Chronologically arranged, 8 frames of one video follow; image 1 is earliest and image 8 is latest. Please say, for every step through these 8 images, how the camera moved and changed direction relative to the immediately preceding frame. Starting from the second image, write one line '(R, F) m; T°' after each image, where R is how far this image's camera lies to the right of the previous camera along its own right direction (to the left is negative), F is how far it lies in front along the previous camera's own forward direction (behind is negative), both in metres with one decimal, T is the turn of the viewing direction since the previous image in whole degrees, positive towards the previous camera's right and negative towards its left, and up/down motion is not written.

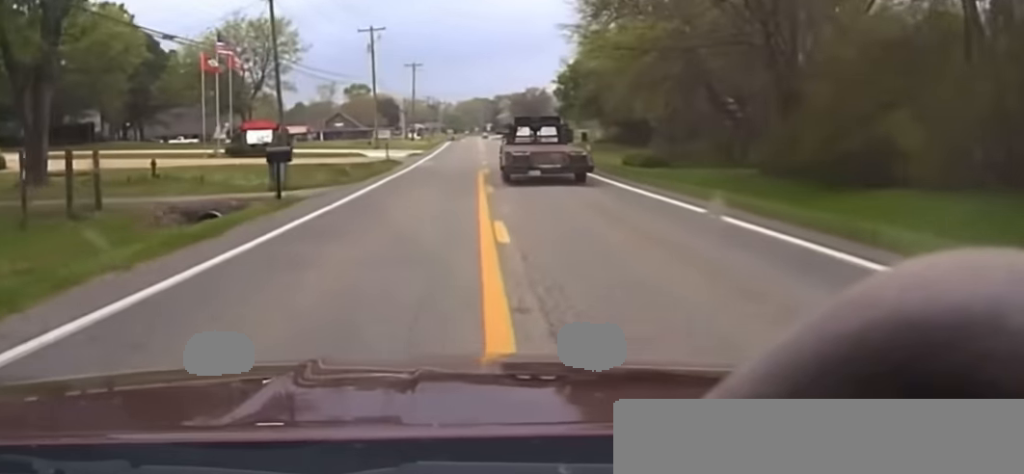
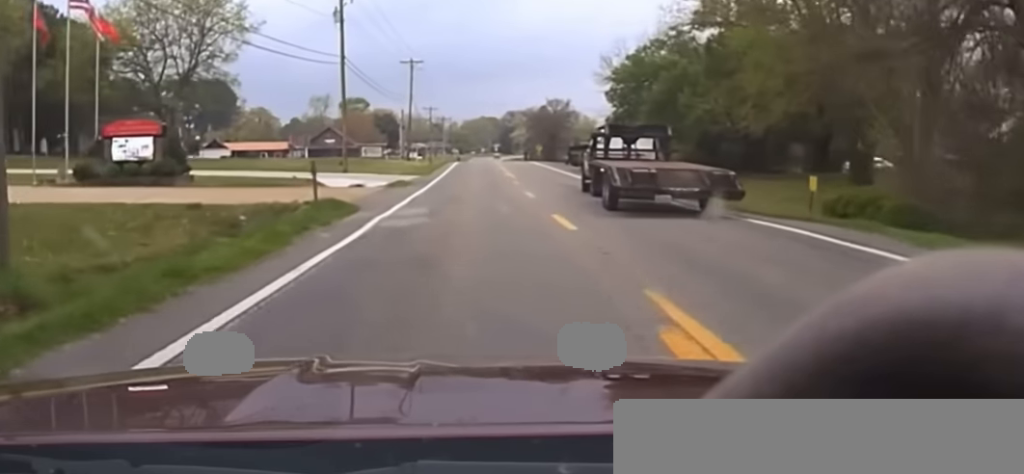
(-0.3, +41.0) m; -1°
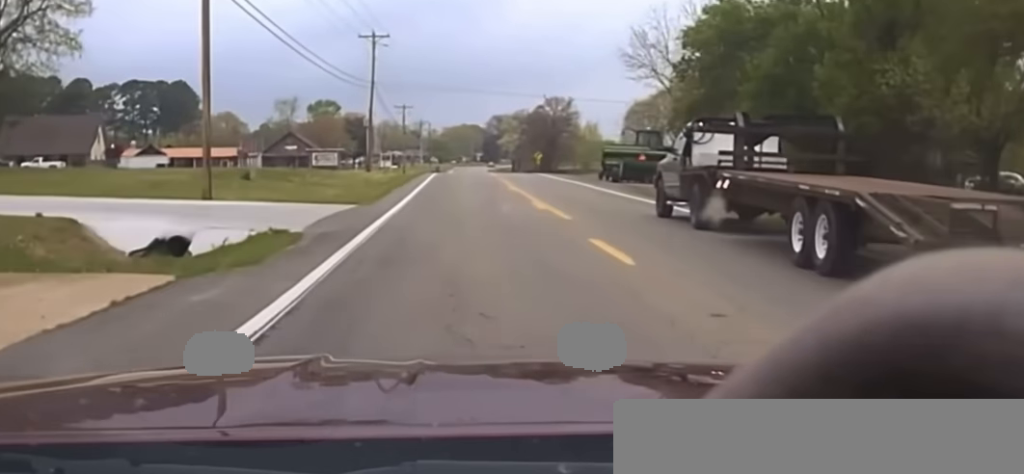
(-0.2, +34.3) m; +1°
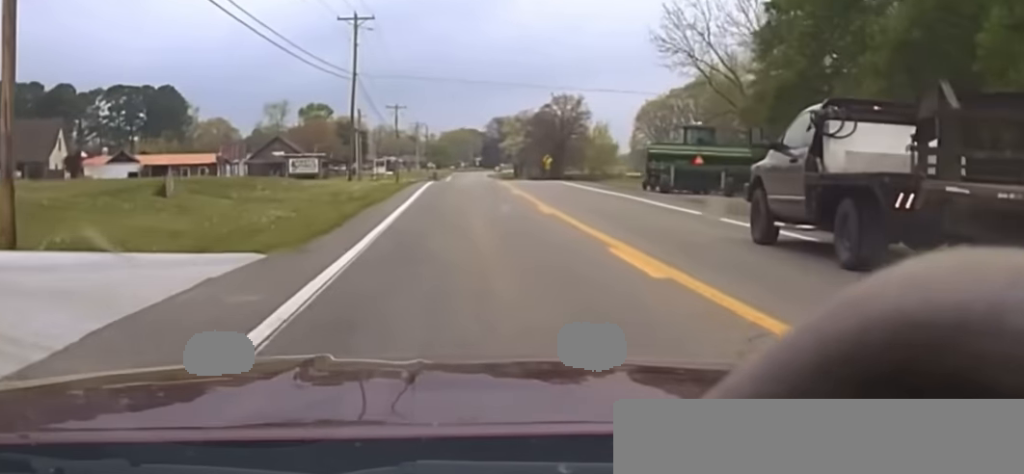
(+0.1, +14.7) m; +1°
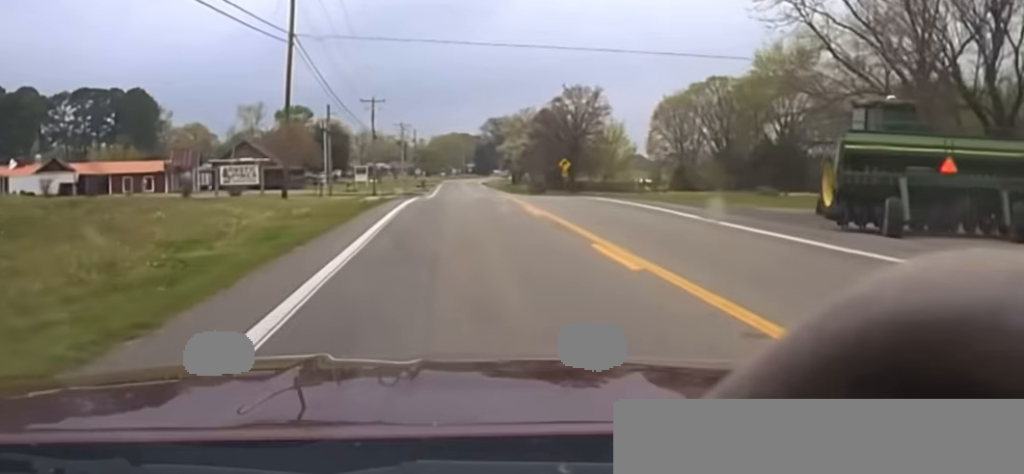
(+0.5, +23.2) m; +2°
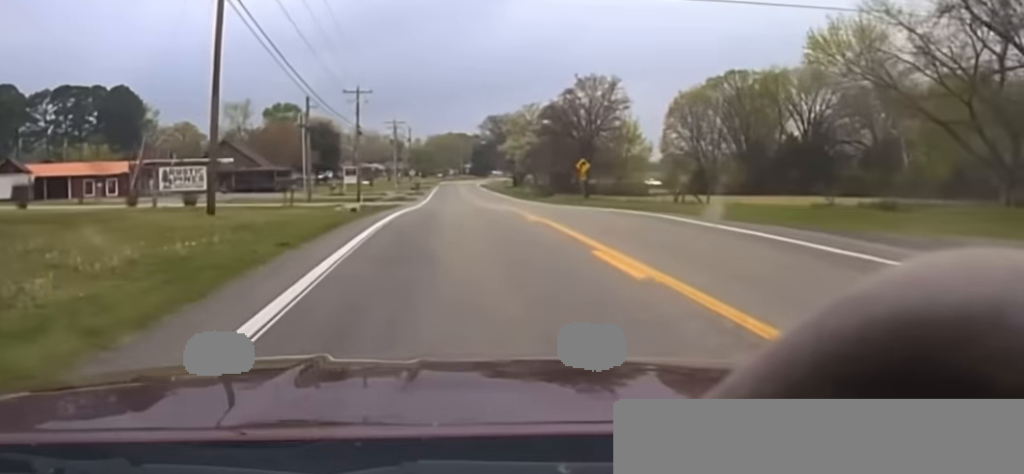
(+0.1, +13.9) m; 0°
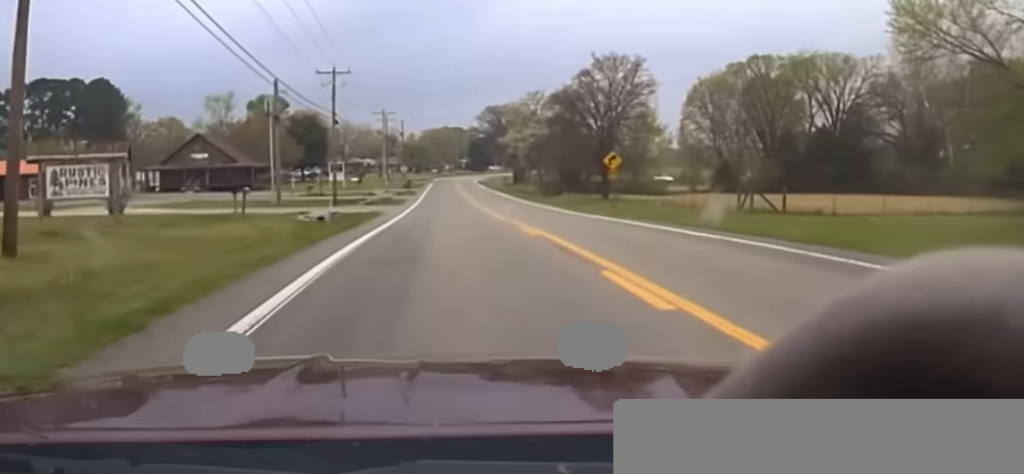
(0.0, +14.5) m; 0°
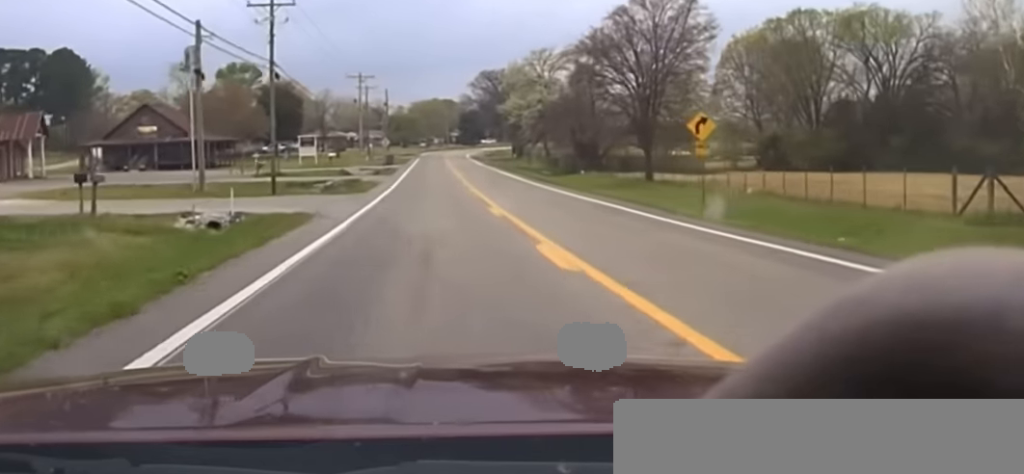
(-0.2, +20.4) m; 0°
